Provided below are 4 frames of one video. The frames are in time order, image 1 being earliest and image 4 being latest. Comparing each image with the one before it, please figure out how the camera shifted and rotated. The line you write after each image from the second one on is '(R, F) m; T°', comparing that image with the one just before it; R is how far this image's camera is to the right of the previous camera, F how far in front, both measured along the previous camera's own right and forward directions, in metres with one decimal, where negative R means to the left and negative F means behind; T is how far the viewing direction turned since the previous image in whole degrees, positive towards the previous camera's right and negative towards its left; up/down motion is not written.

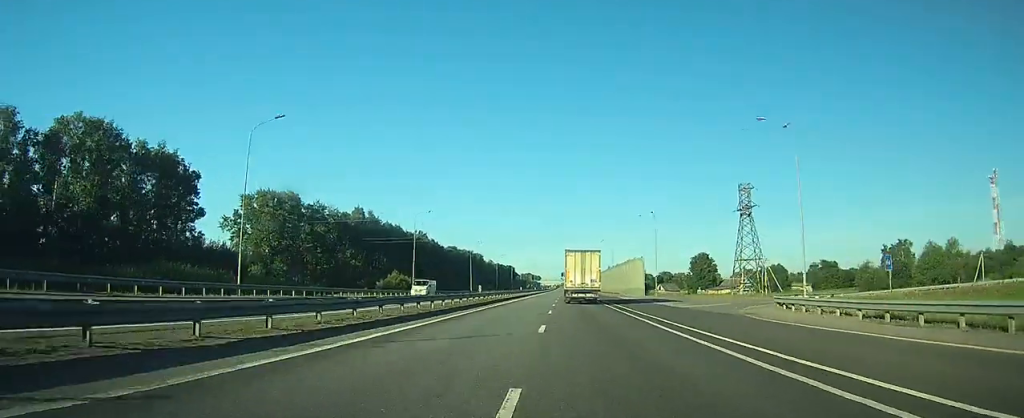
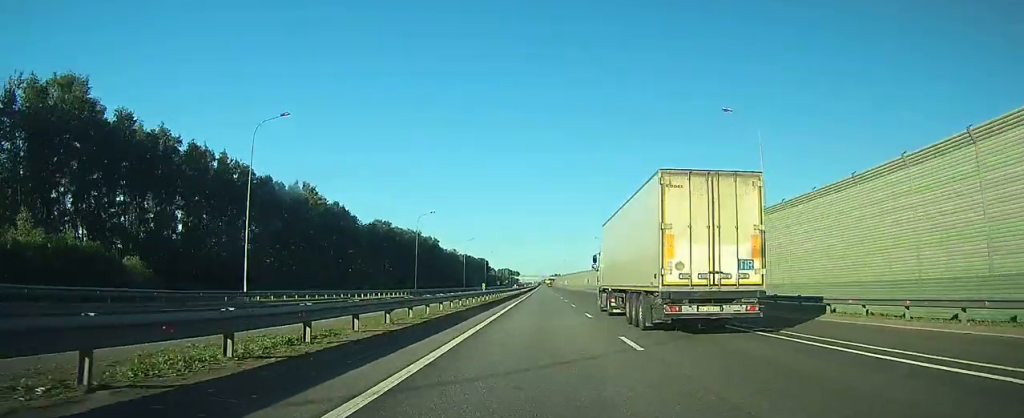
(+9.4, +96.8) m; +6°
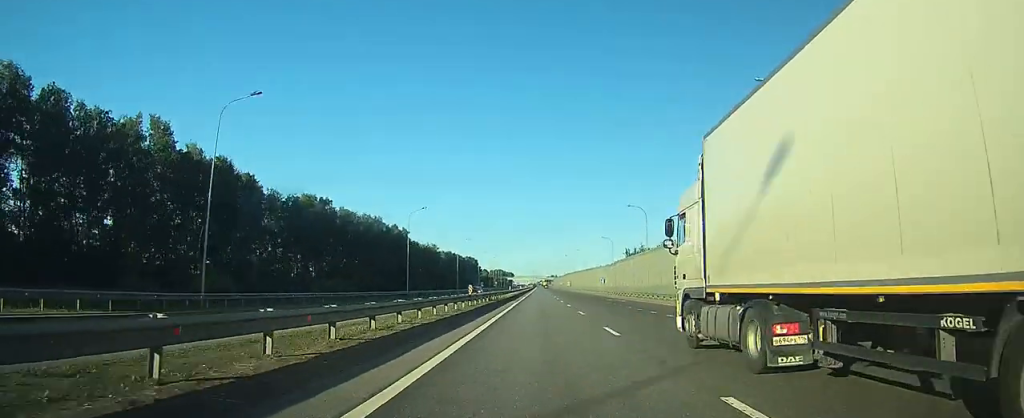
(-0.3, +54.1) m; 0°
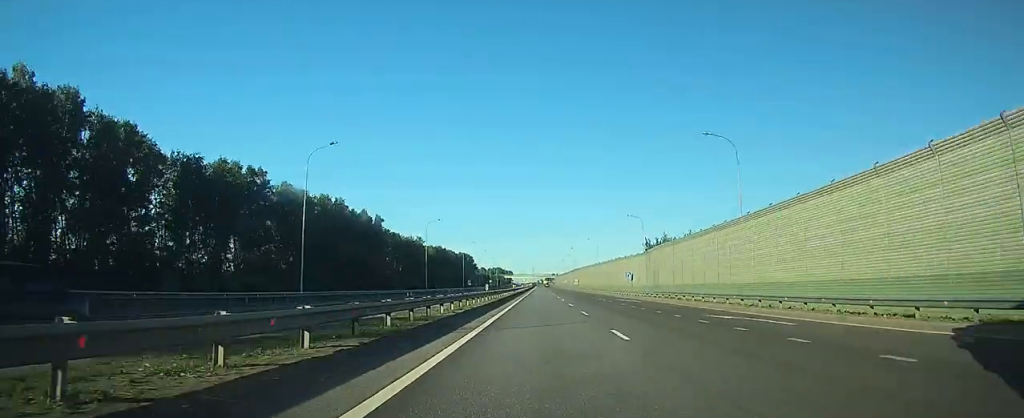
(0.0, +36.8) m; 0°
